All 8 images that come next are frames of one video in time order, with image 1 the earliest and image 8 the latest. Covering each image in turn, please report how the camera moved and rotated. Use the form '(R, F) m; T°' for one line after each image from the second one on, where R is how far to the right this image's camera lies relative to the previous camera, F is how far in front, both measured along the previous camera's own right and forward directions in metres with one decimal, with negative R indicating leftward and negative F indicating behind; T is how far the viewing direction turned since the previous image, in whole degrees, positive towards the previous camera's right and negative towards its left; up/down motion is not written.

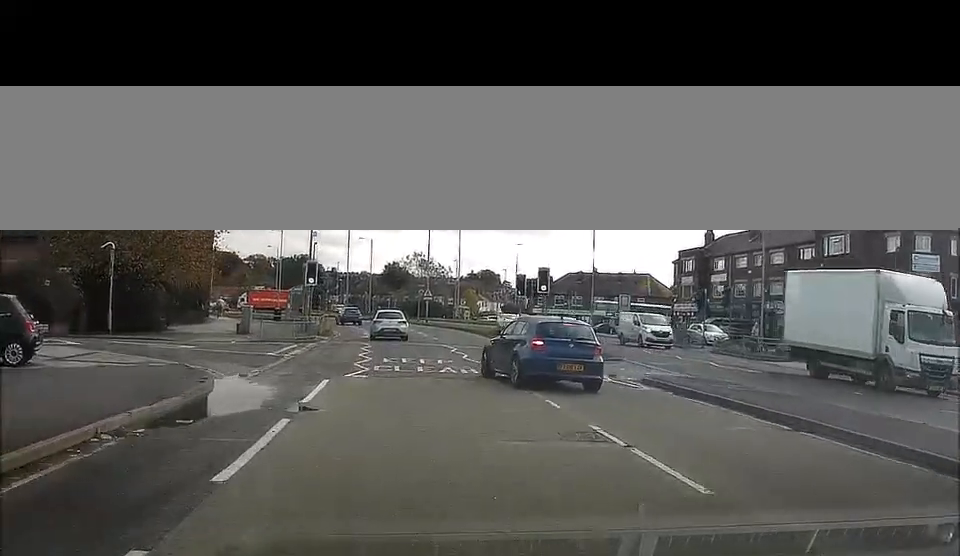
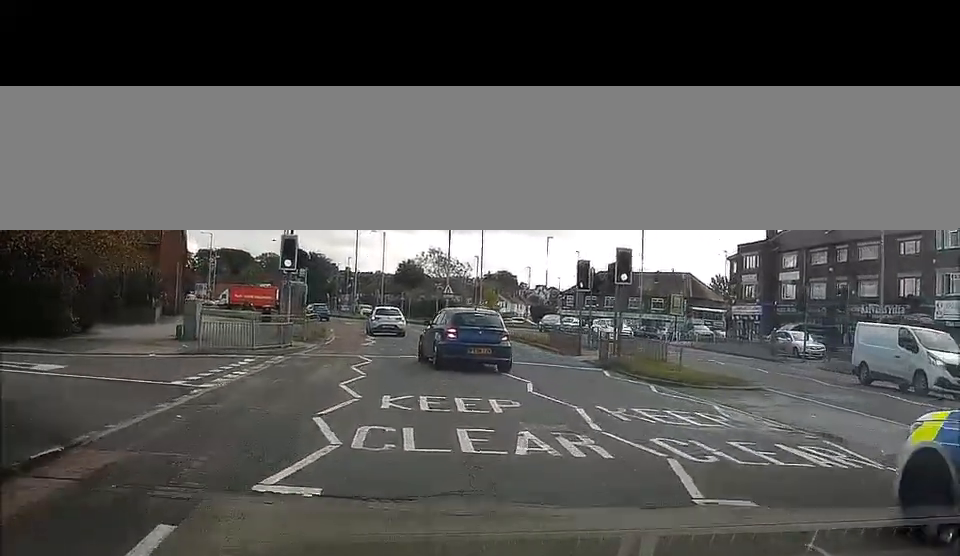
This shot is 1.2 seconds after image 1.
(-0.2, +11.8) m; -2°
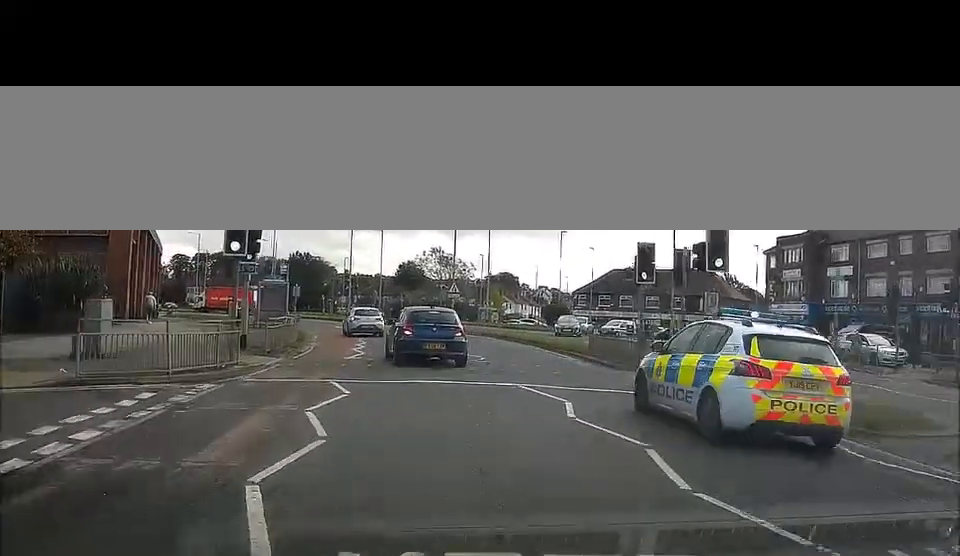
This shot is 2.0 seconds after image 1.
(-0.1, +8.1) m; 0°
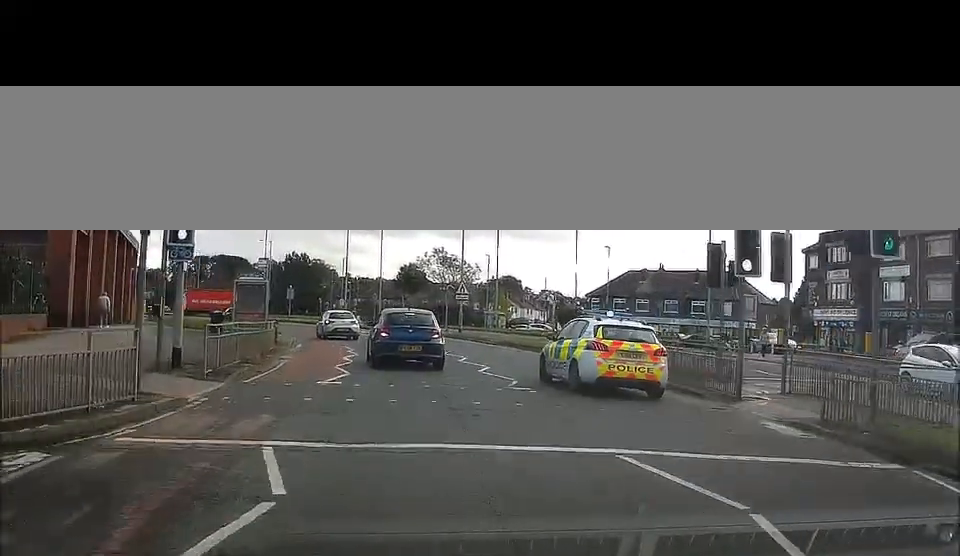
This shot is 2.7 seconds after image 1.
(0.0, +7.1) m; 0°
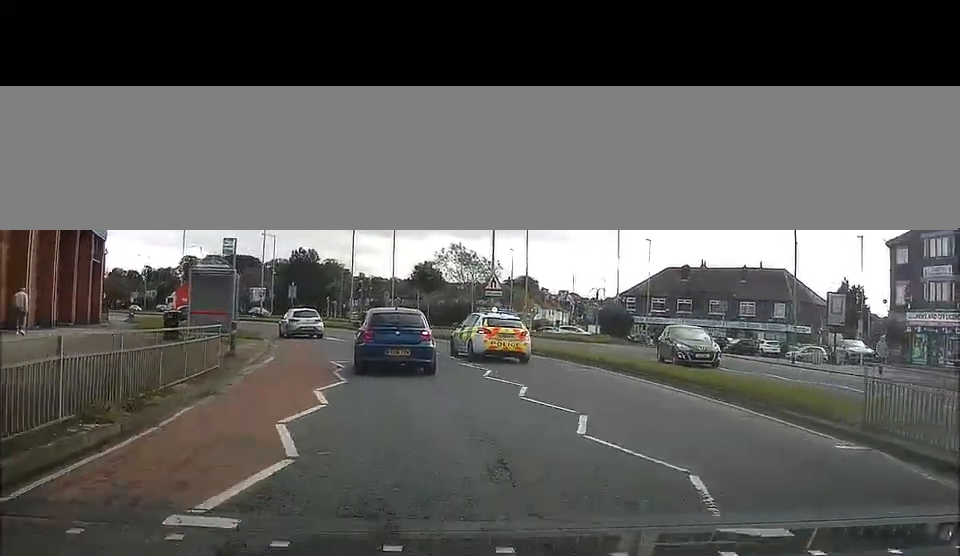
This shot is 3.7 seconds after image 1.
(0.0, +10.6) m; -1°
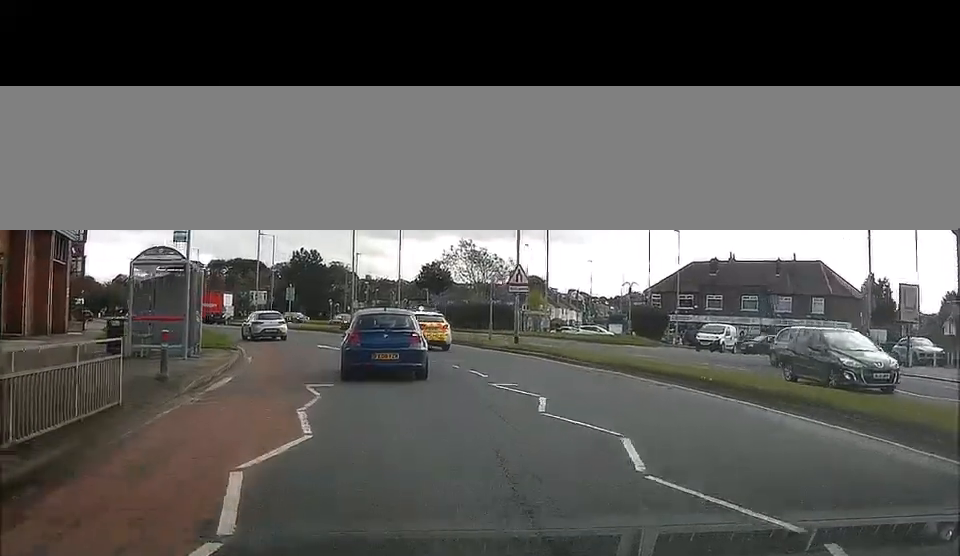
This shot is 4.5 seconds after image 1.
(0.0, +7.6) m; -1°
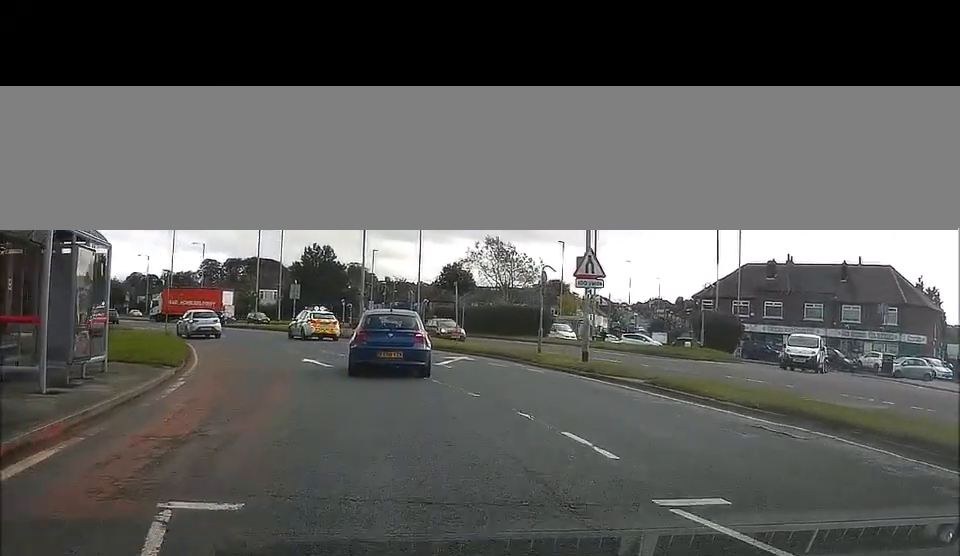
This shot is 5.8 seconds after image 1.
(-0.2, +11.2) m; -5°
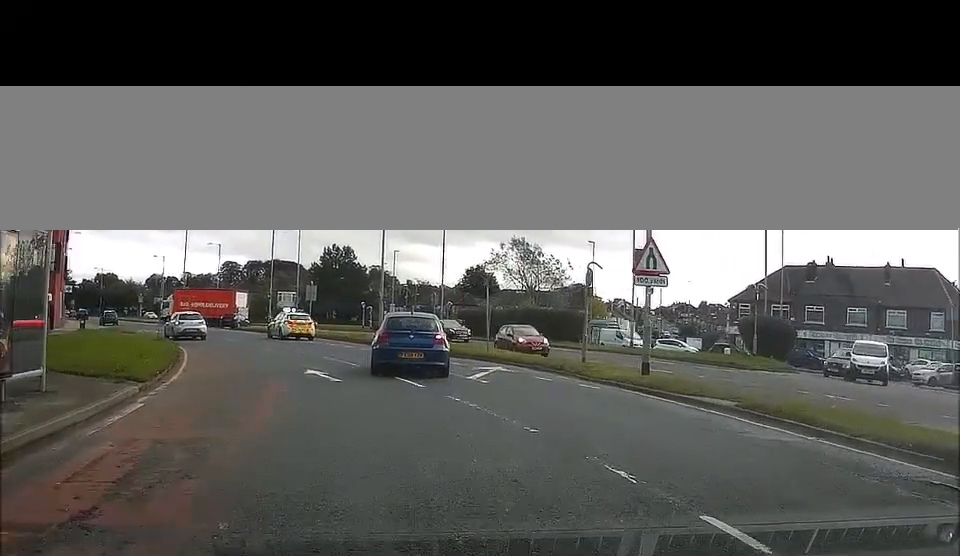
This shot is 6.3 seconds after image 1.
(0.0, +4.2) m; -3°
